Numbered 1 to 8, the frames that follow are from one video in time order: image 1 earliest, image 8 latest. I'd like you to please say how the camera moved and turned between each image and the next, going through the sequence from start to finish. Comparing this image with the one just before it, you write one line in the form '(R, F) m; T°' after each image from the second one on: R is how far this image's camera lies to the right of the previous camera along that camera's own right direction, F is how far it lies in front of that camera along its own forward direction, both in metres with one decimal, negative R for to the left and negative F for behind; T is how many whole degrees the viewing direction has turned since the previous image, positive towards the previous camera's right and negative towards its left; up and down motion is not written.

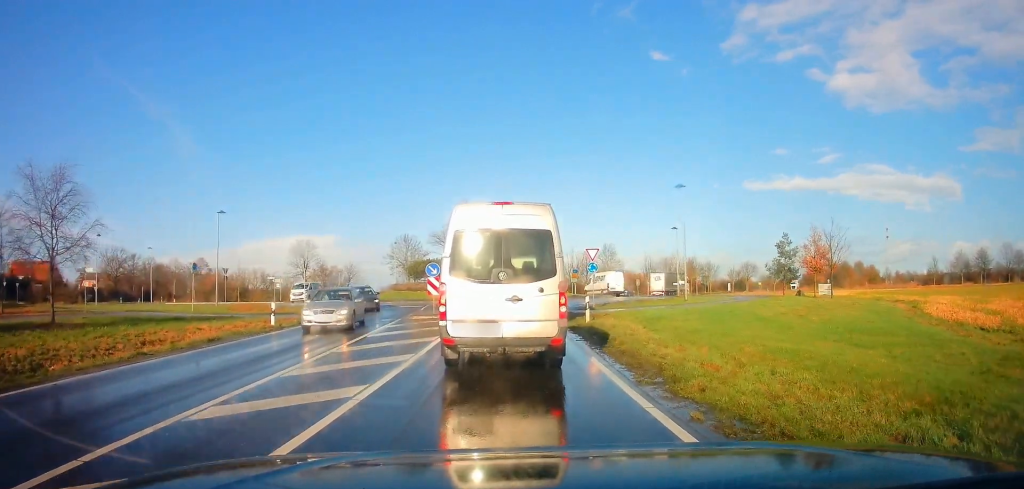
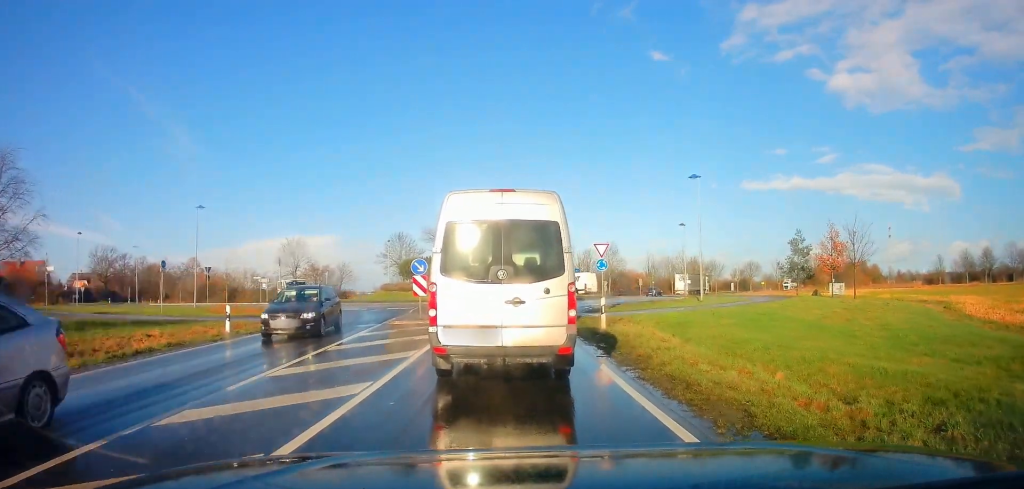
(-0.1, +3.2) m; -6°
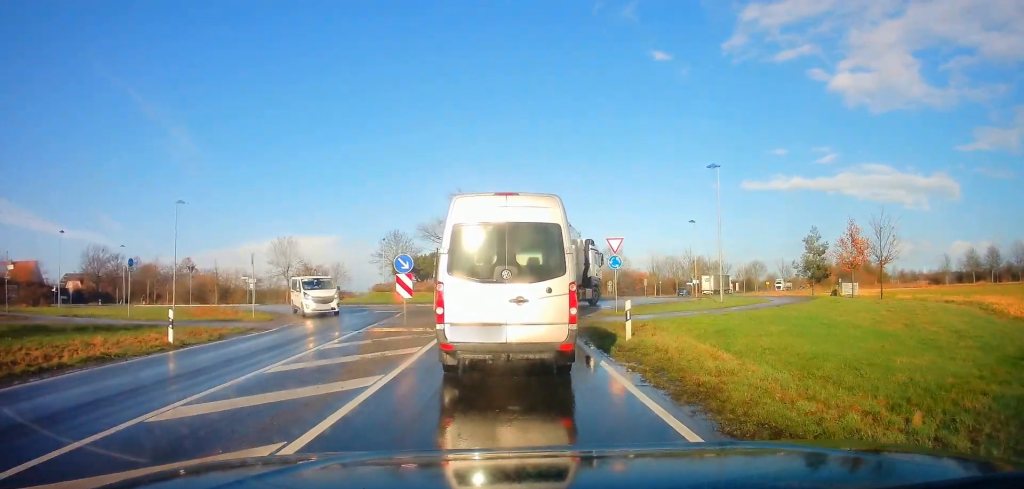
(+0.2, +3.1) m; +7°
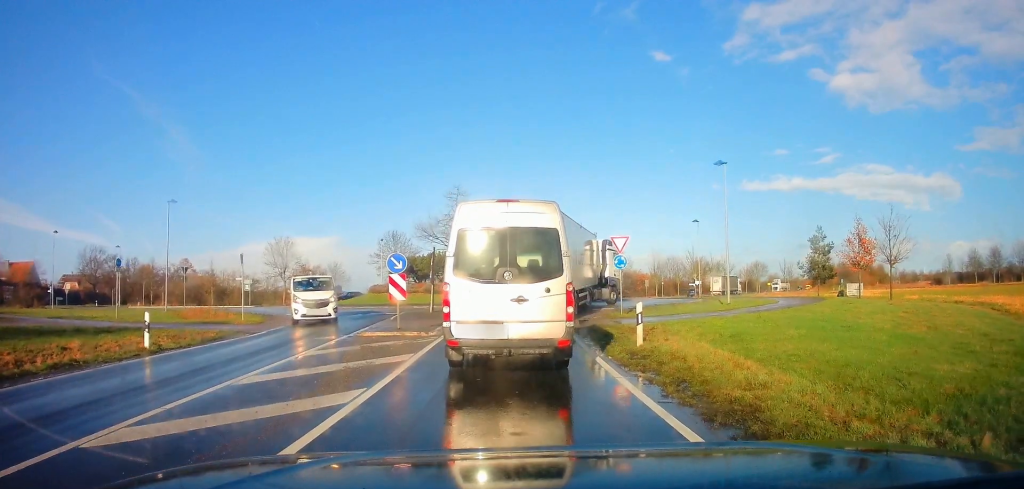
(+0.2, +1.1) m; 0°
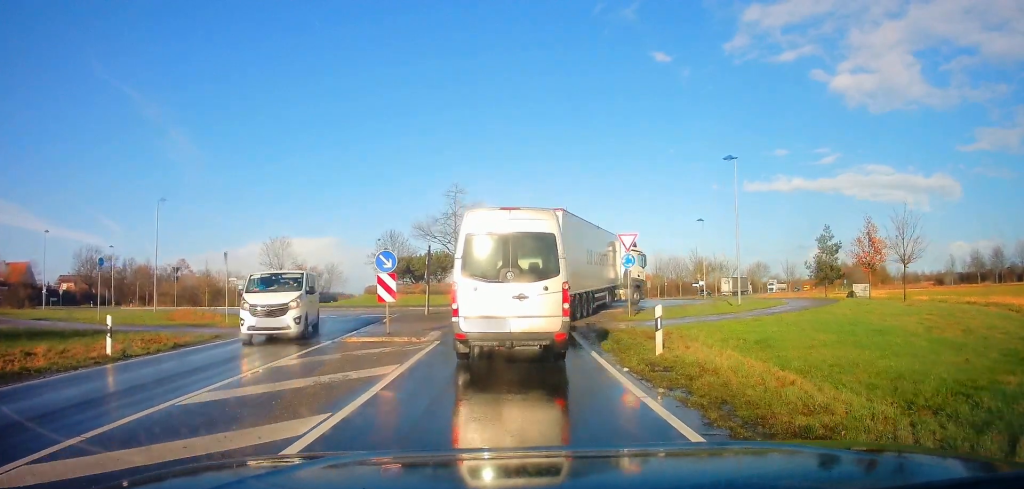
(-0.1, +1.6) m; -3°
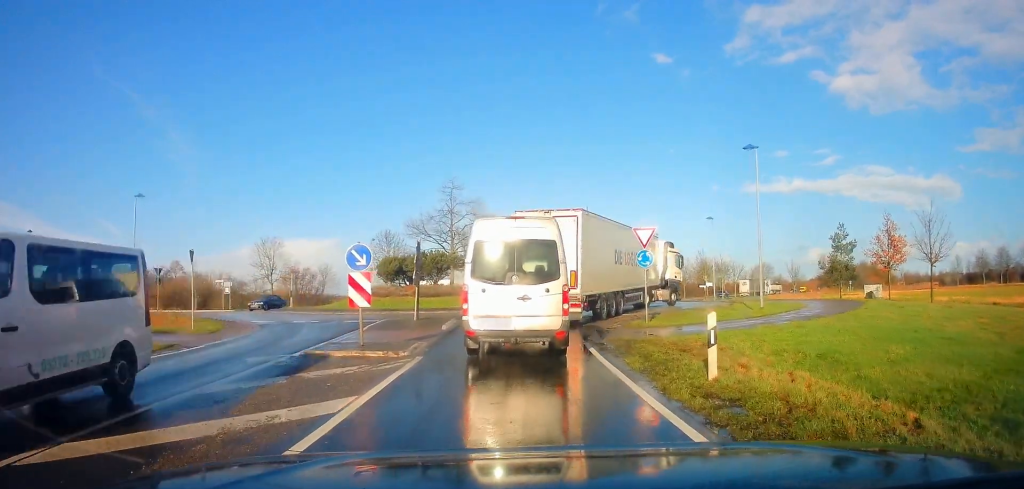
(-0.2, +2.7) m; -2°
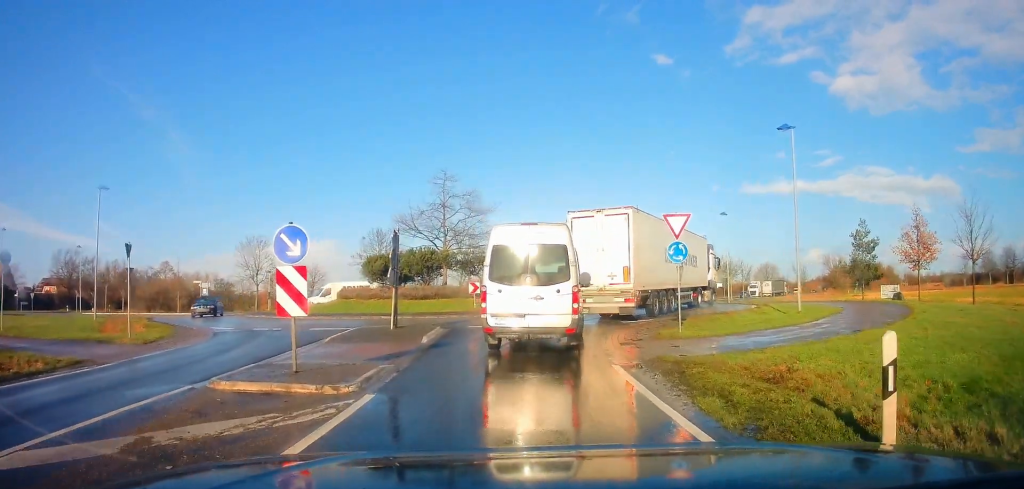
(+0.2, +3.9) m; +3°
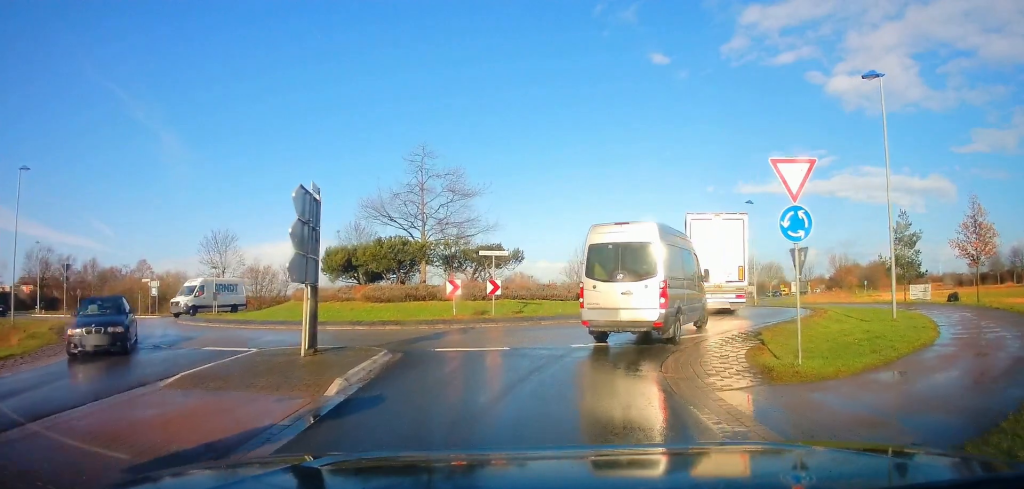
(-0.1, +7.4) m; +2°
